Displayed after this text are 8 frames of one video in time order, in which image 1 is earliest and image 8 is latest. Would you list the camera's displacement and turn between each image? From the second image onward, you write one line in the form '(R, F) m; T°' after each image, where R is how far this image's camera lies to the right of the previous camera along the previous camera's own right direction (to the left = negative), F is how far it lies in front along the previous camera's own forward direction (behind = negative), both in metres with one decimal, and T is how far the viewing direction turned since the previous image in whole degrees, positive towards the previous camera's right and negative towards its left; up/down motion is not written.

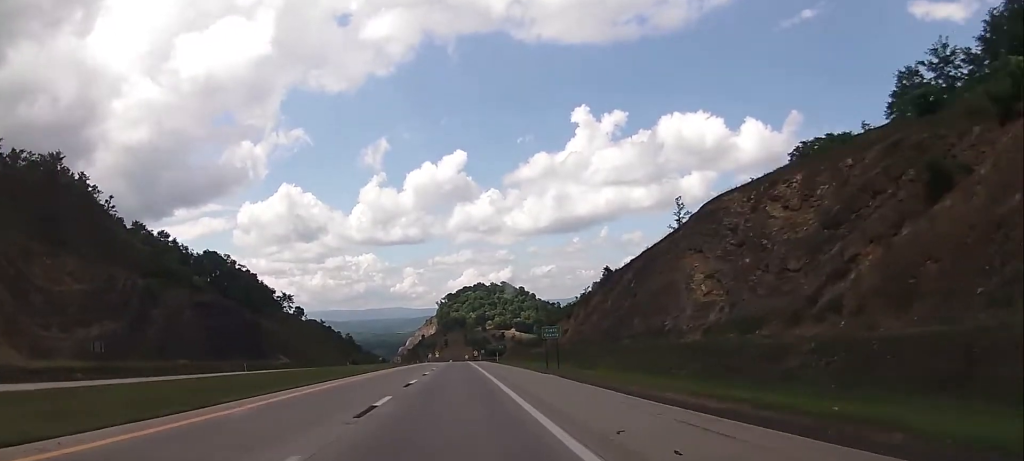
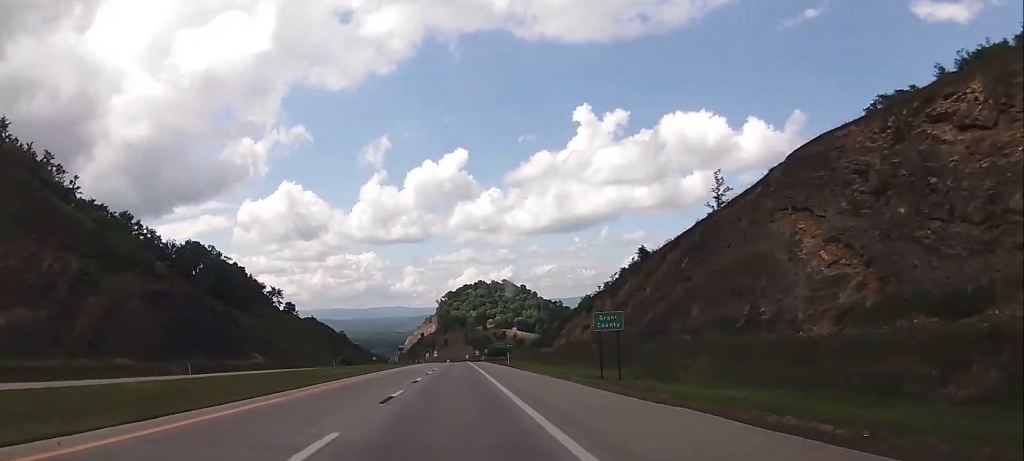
(0.0, +21.0) m; 0°
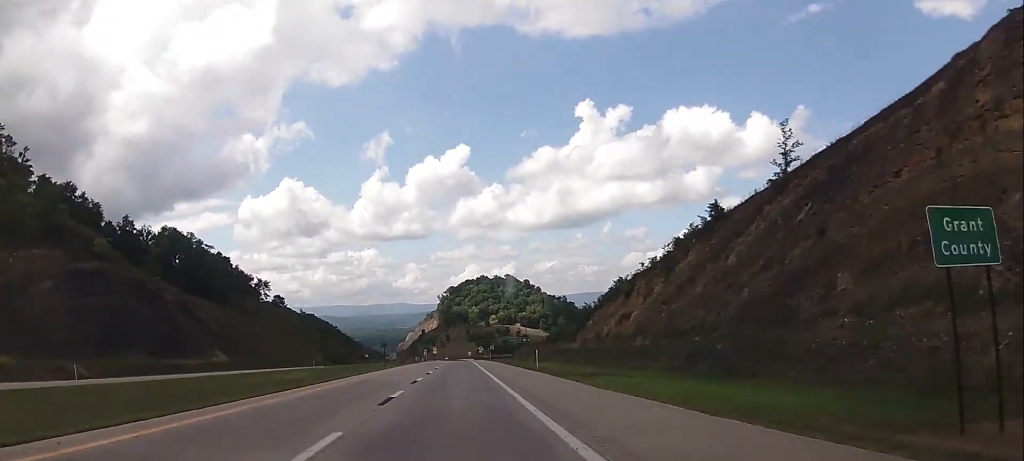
(0.0, +25.4) m; 0°
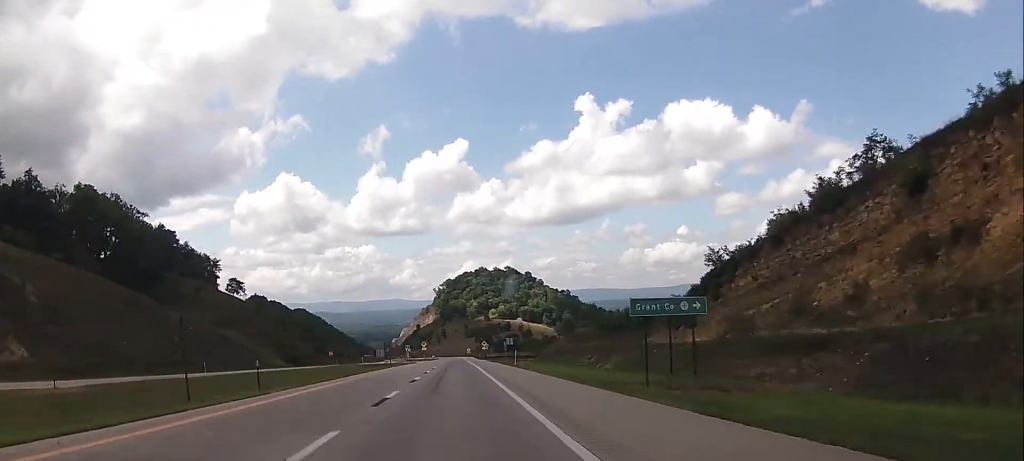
(+0.2, +60.7) m; +1°
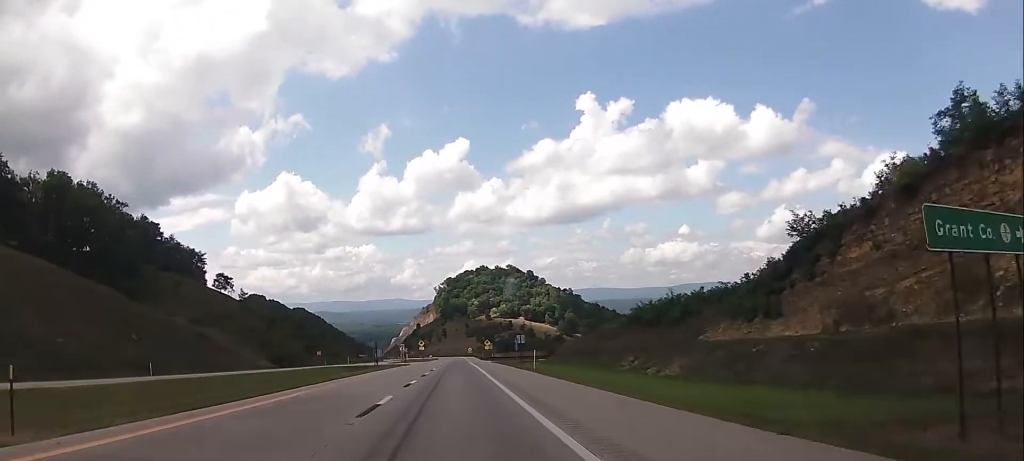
(+0.3, +15.5) m; 0°
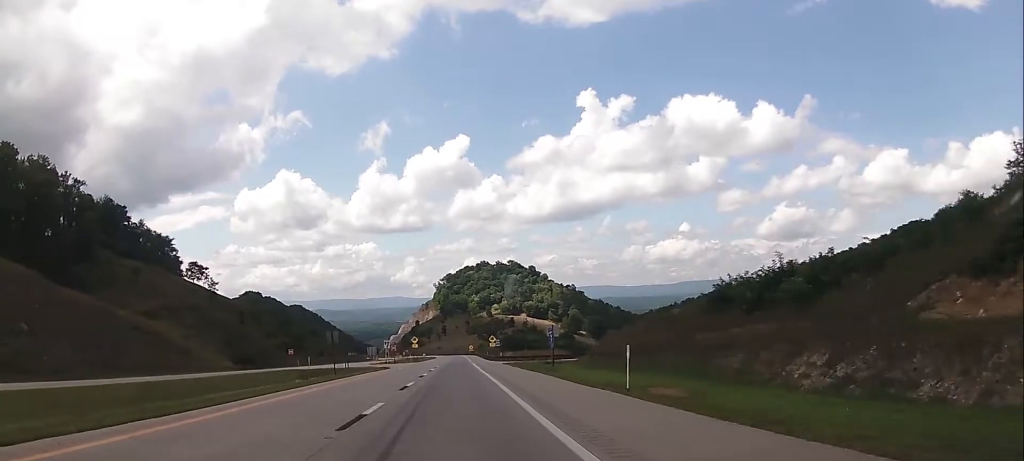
(-0.1, +26.5) m; -1°
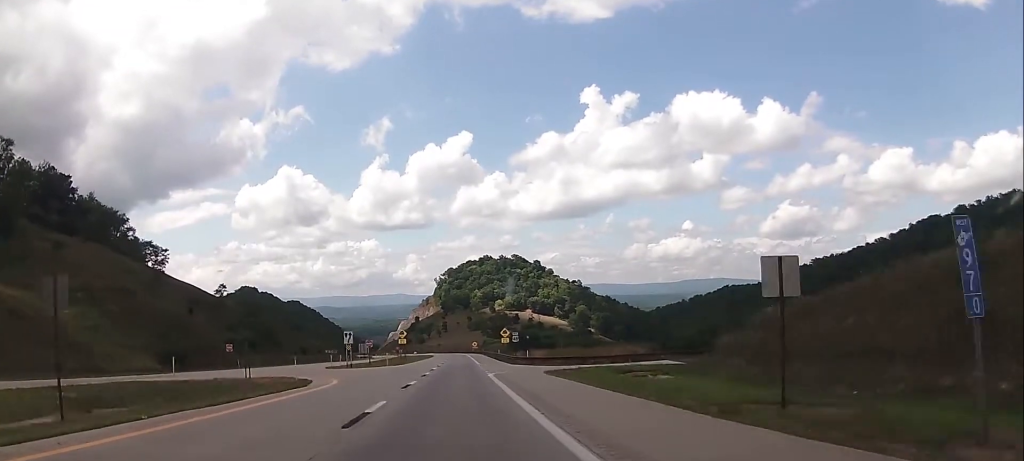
(-0.5, +36.5) m; 0°
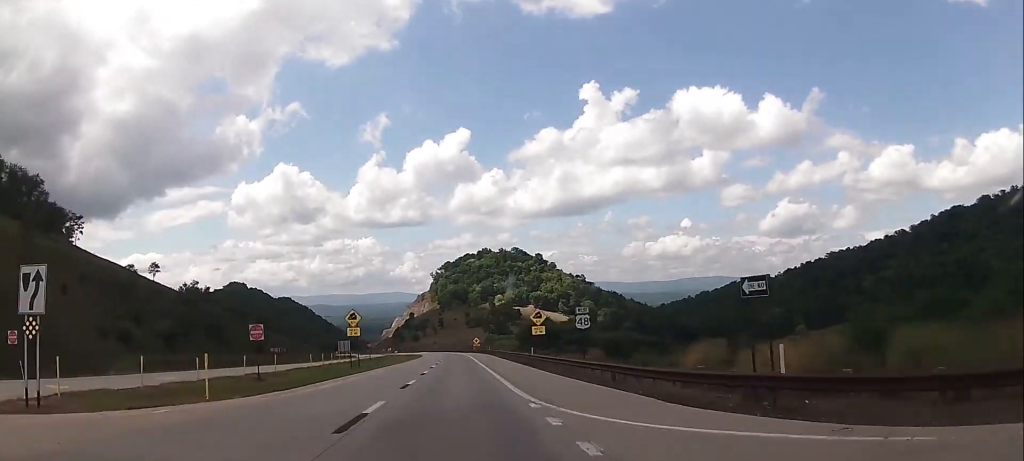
(+1.1, +49.7) m; 0°
